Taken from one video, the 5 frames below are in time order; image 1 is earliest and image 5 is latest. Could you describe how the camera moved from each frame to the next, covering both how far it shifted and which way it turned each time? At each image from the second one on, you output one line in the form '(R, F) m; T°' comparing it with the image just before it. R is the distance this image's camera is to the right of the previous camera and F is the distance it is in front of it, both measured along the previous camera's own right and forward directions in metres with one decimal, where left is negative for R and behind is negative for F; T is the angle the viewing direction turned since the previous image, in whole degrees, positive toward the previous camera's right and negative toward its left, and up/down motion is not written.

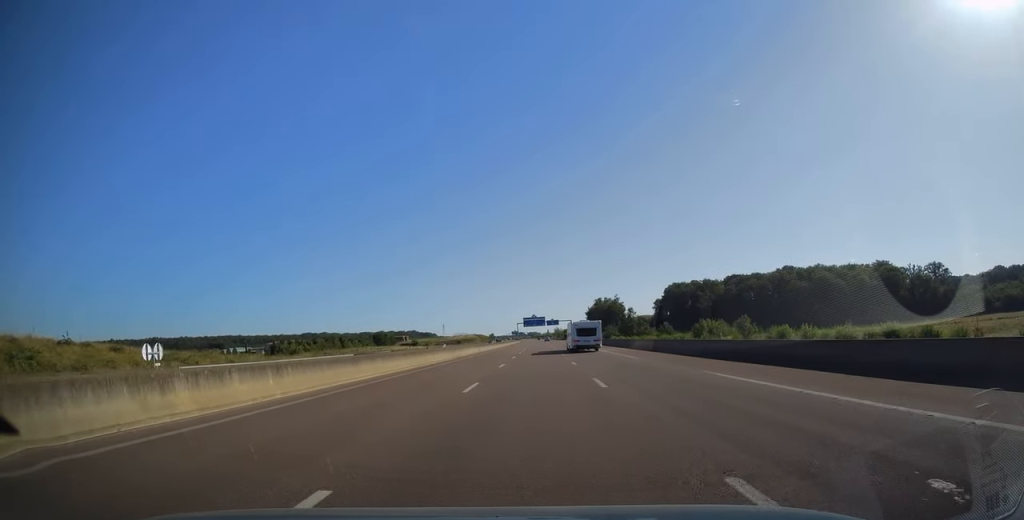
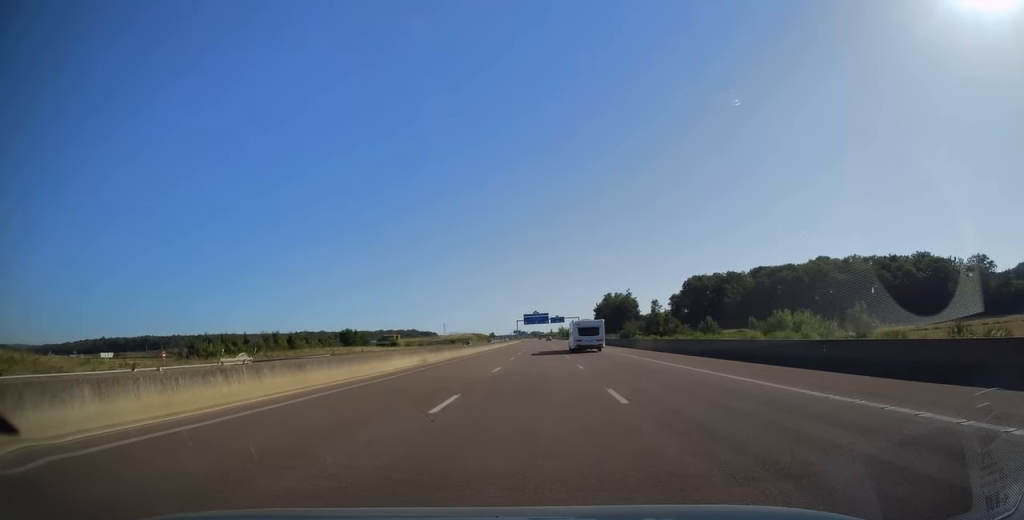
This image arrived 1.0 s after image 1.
(-0.1, +30.2) m; -1°
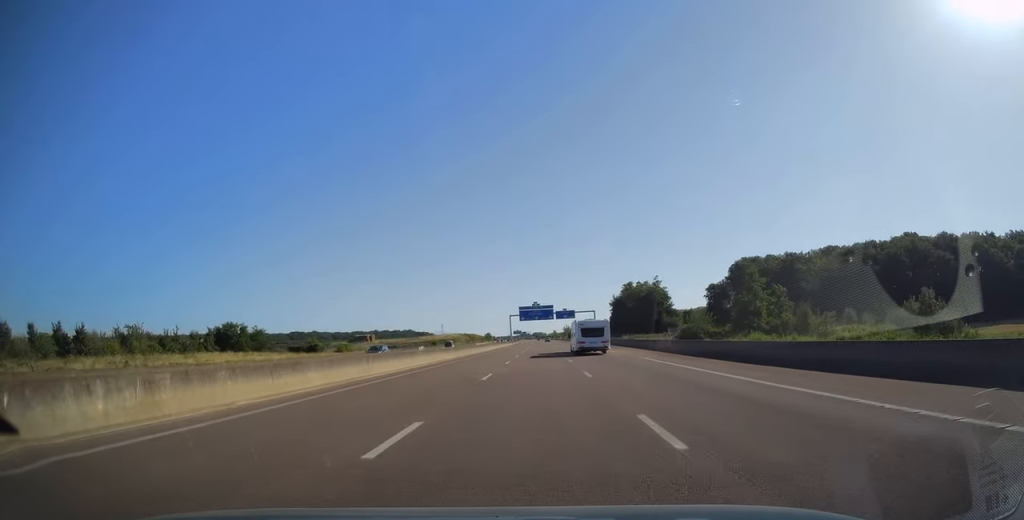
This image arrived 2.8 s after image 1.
(-0.4, +57.2) m; -1°
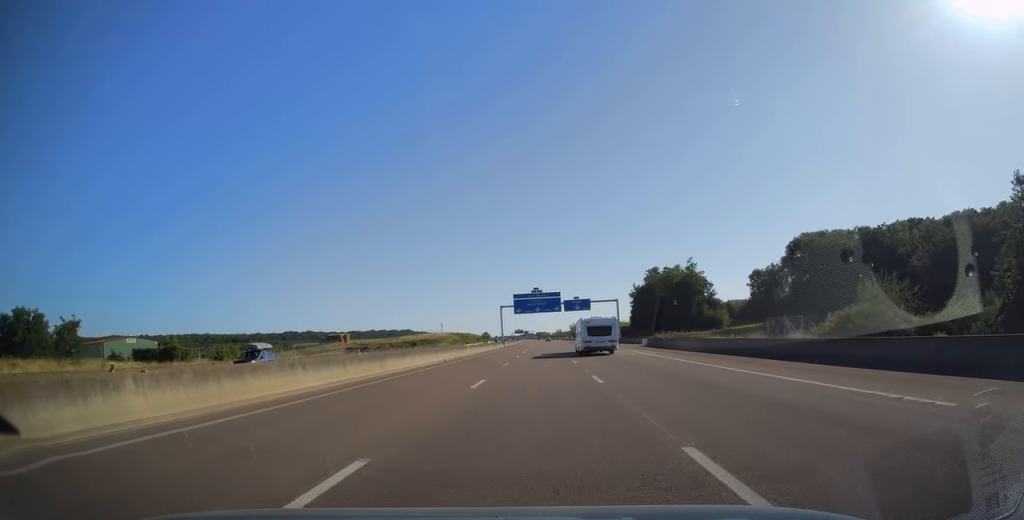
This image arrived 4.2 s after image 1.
(-0.1, +42.7) m; 0°
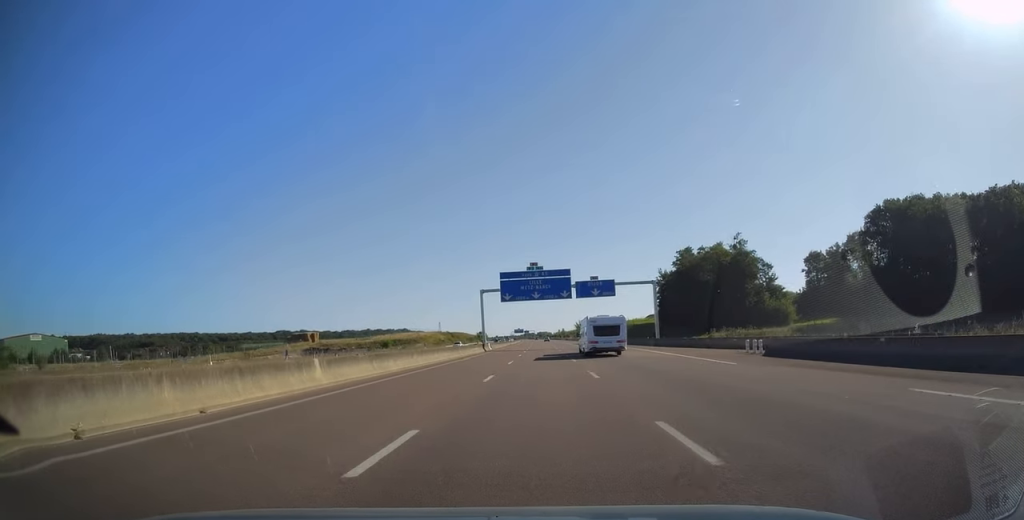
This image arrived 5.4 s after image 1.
(+0.2, +37.0) m; 0°
